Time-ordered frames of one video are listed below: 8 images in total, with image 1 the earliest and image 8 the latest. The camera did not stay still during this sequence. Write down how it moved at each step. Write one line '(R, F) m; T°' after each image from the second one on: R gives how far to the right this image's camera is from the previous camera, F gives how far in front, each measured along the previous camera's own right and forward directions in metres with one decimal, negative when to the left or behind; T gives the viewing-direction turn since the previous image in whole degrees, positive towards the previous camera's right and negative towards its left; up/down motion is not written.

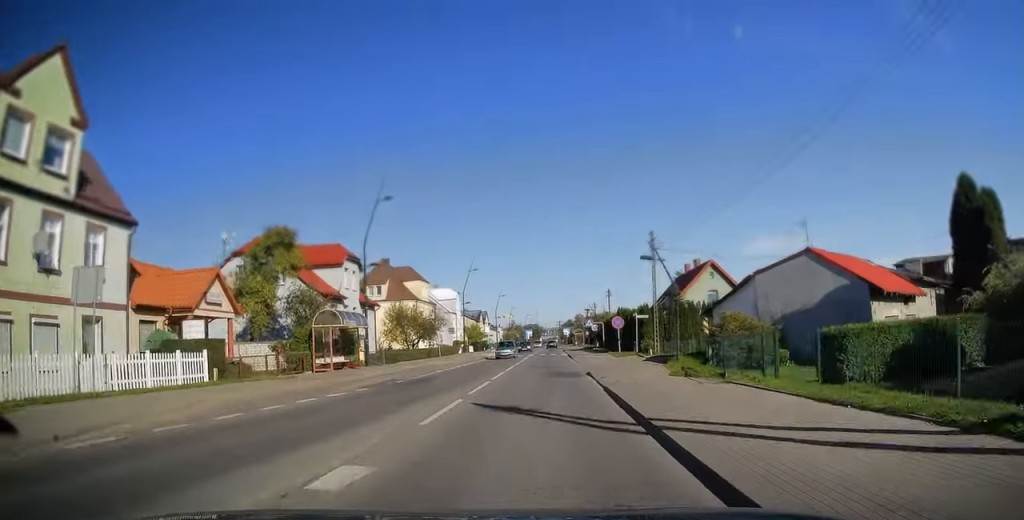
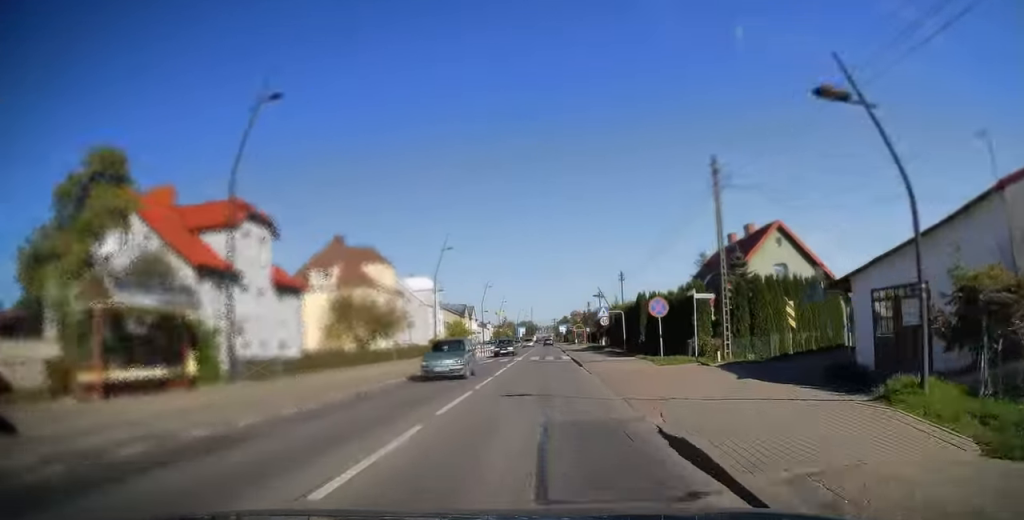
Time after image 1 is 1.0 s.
(0.0, +13.0) m; +1°
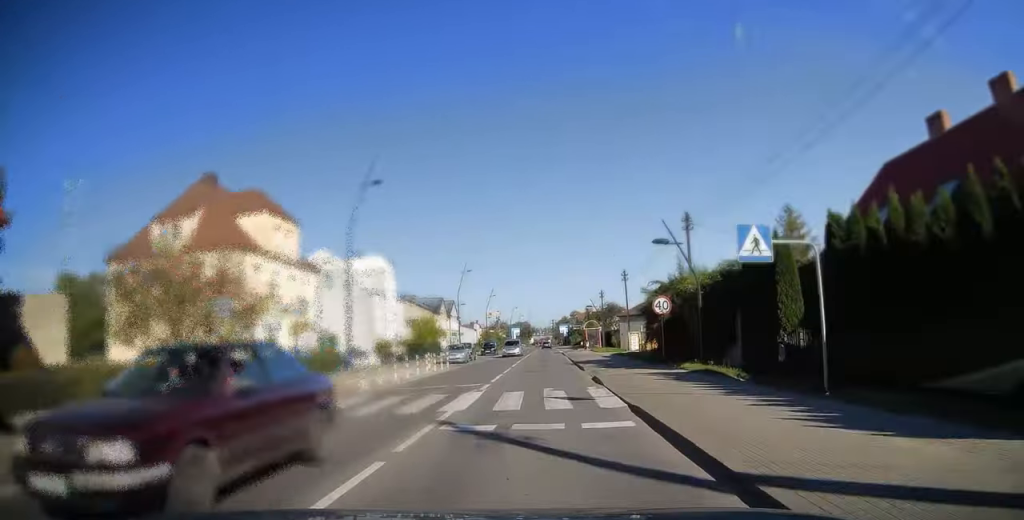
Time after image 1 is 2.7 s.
(+0.3, +22.2) m; +1°
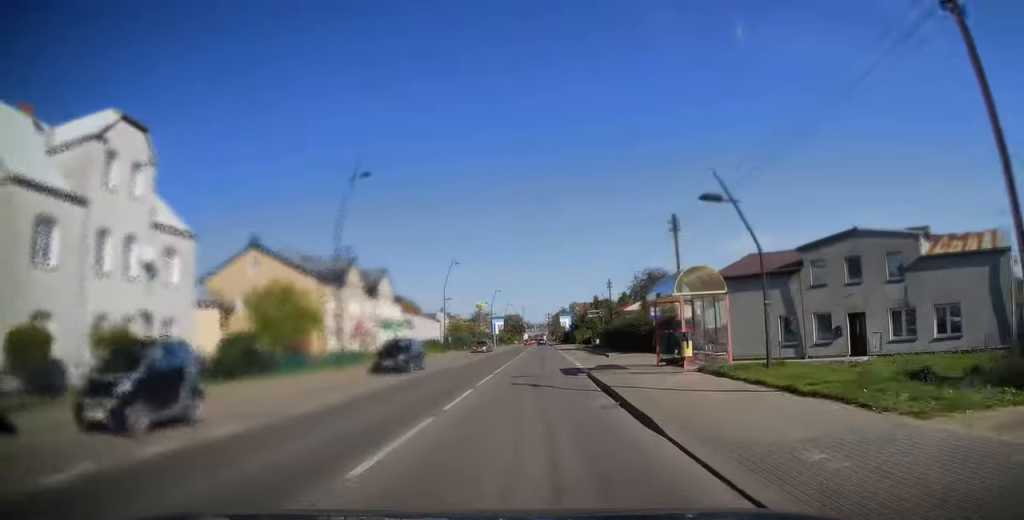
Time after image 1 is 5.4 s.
(+0.3, +38.5) m; 0°
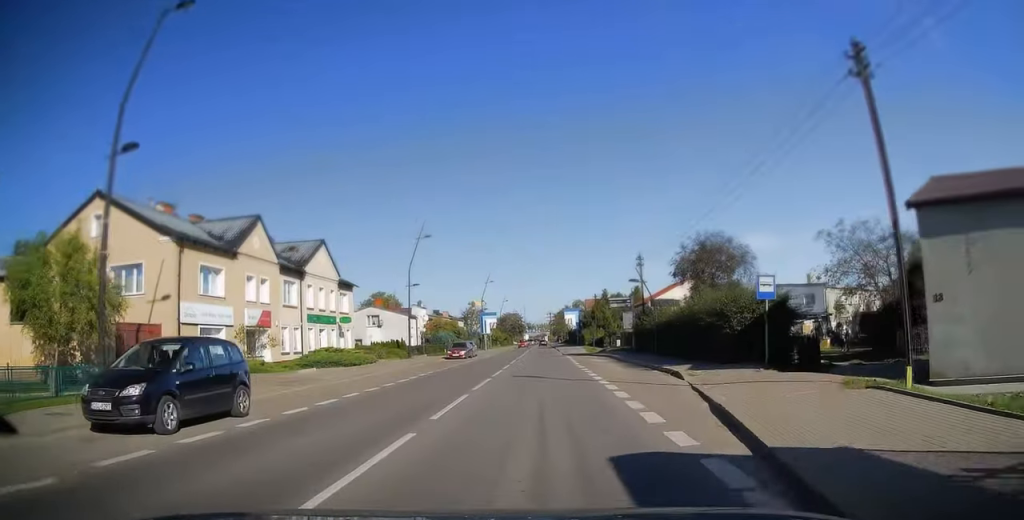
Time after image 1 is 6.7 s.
(-0.1, +17.4) m; -1°
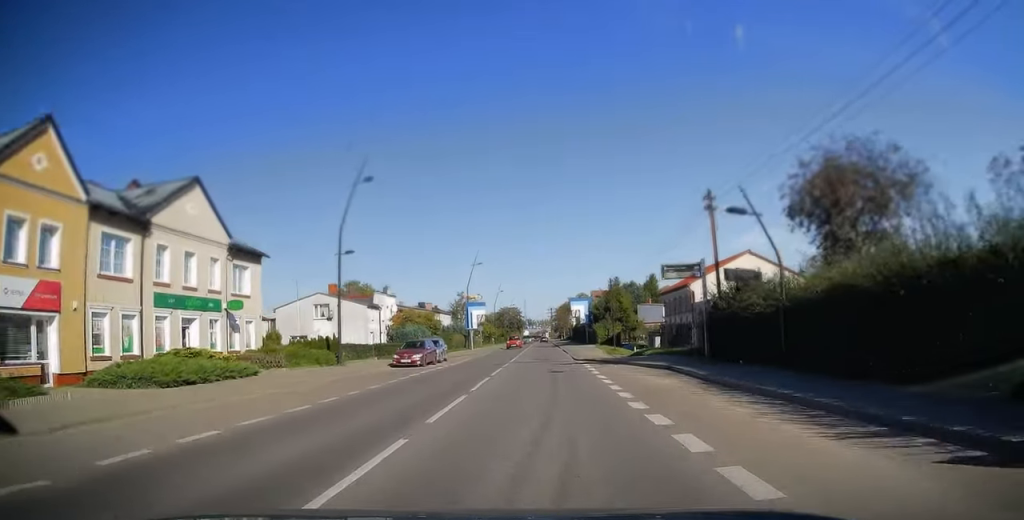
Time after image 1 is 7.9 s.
(-0.1, +16.4) m; 0°
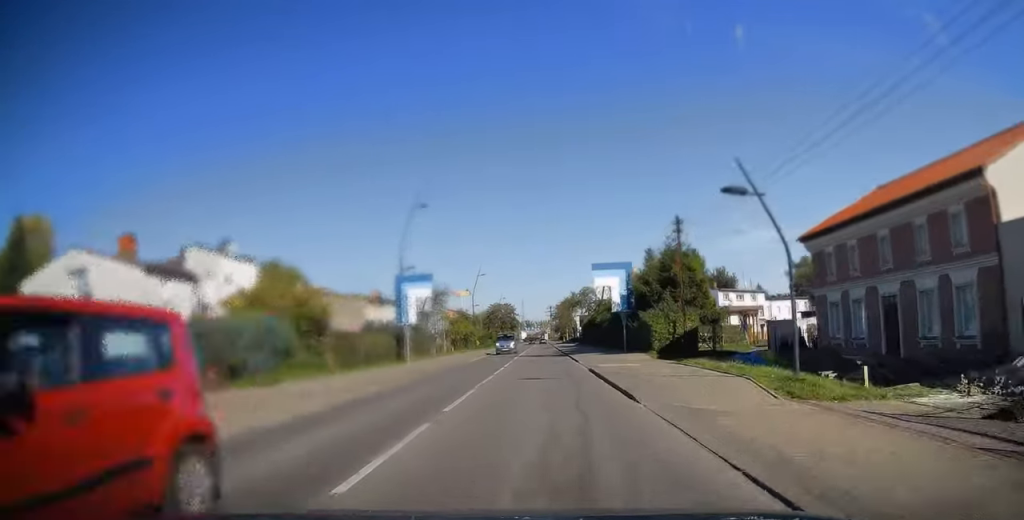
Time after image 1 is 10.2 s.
(0.0, +29.2) m; +1°
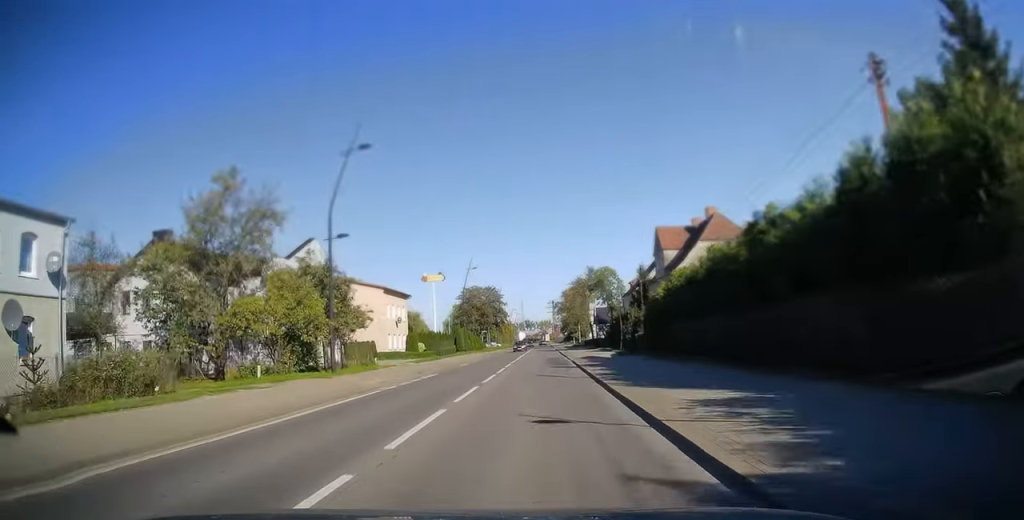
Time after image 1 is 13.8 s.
(+0.4, +51.4) m; 0°
